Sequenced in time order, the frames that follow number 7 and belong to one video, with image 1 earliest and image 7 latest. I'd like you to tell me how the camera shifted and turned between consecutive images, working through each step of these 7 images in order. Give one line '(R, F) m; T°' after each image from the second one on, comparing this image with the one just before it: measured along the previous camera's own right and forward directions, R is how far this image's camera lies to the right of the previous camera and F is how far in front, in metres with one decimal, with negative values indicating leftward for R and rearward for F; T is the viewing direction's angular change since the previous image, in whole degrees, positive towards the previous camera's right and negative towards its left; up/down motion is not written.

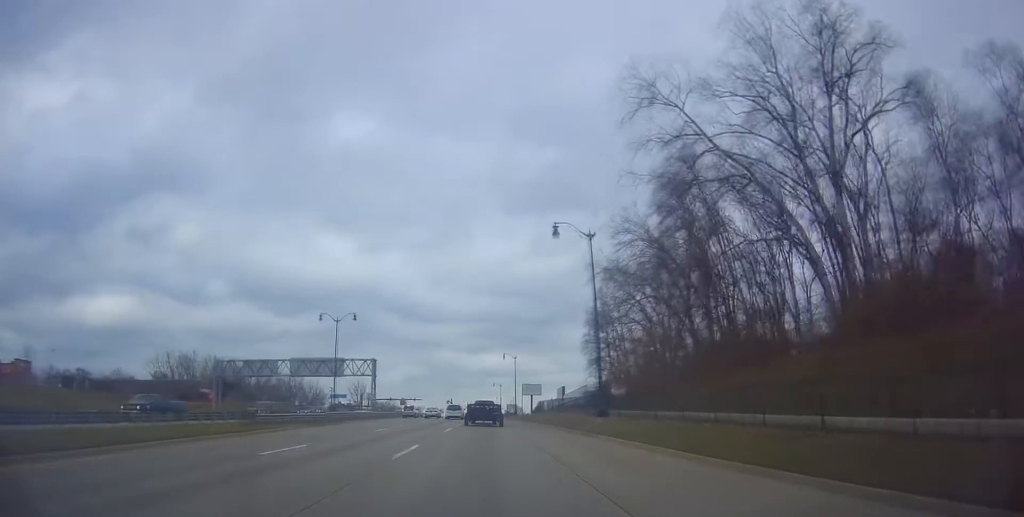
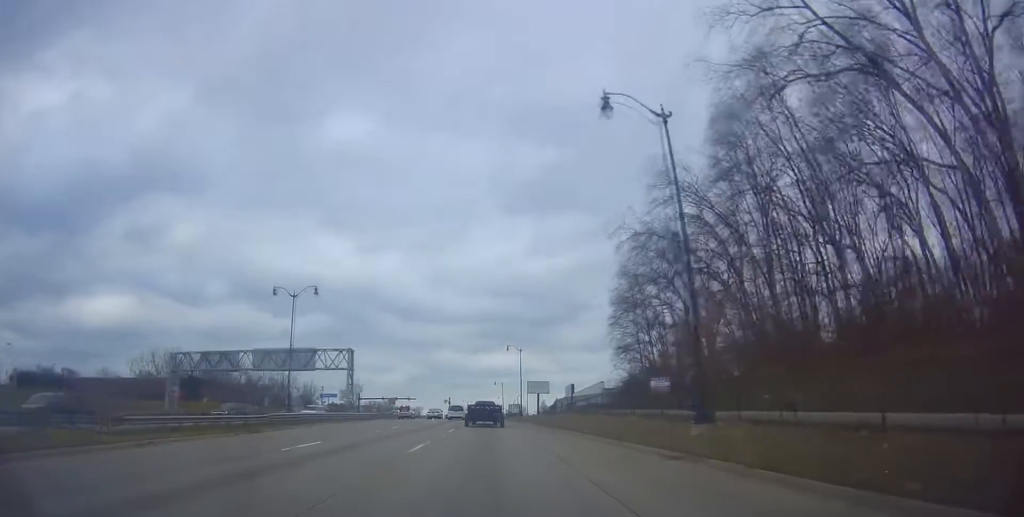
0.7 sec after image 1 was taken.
(0.0, +14.5) m; 0°
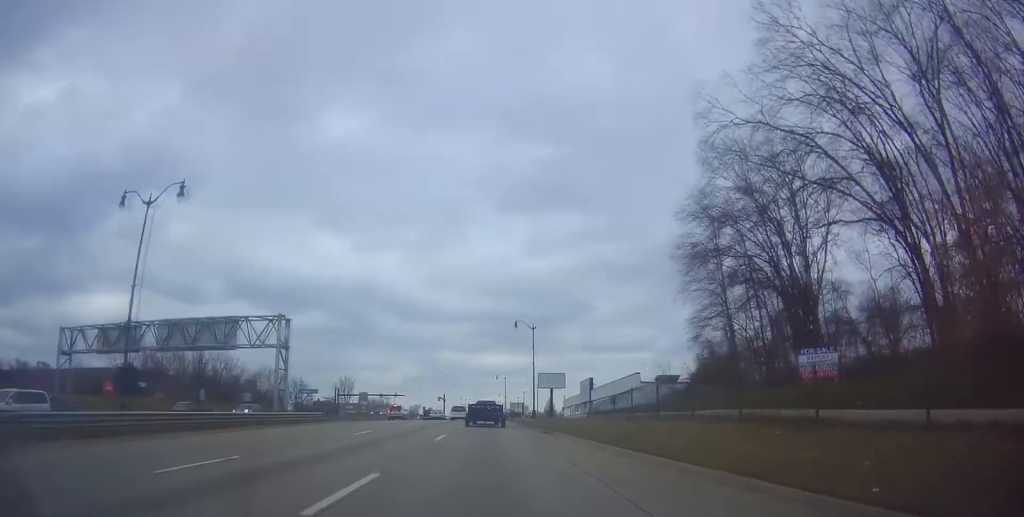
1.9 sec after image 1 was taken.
(-0.4, +23.1) m; 0°
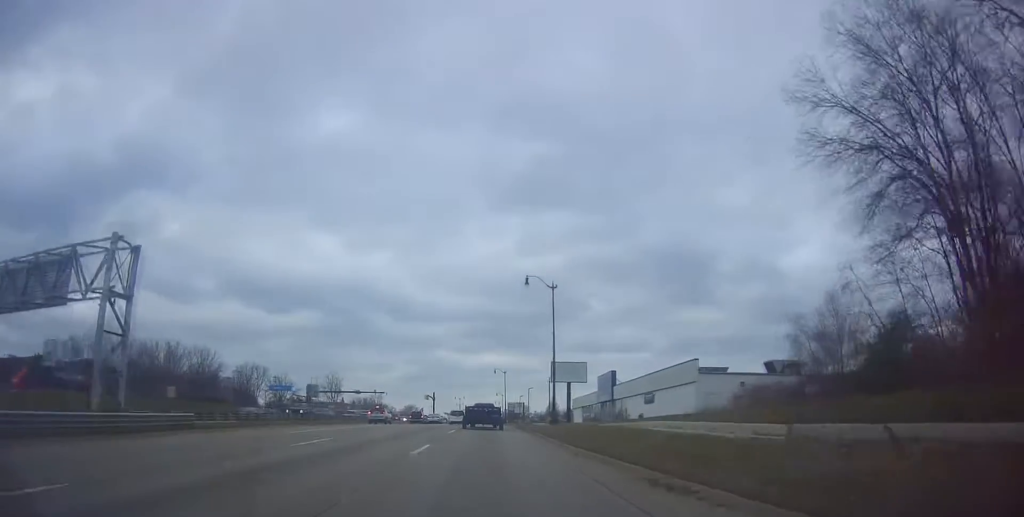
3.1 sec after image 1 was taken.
(+0.5, +21.8) m; +2°
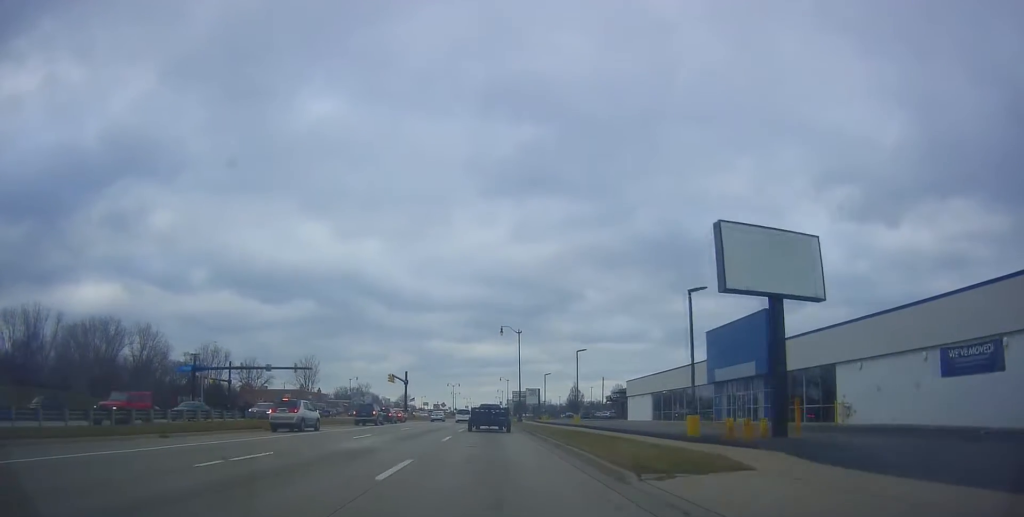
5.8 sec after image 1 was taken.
(-1.3, +48.9) m; -1°
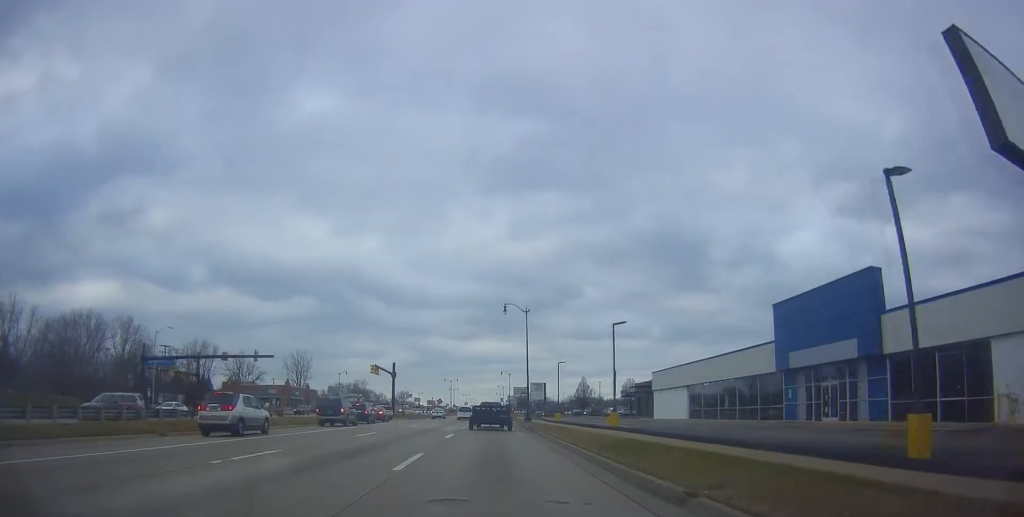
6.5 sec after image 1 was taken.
(+0.3, +12.5) m; +1°
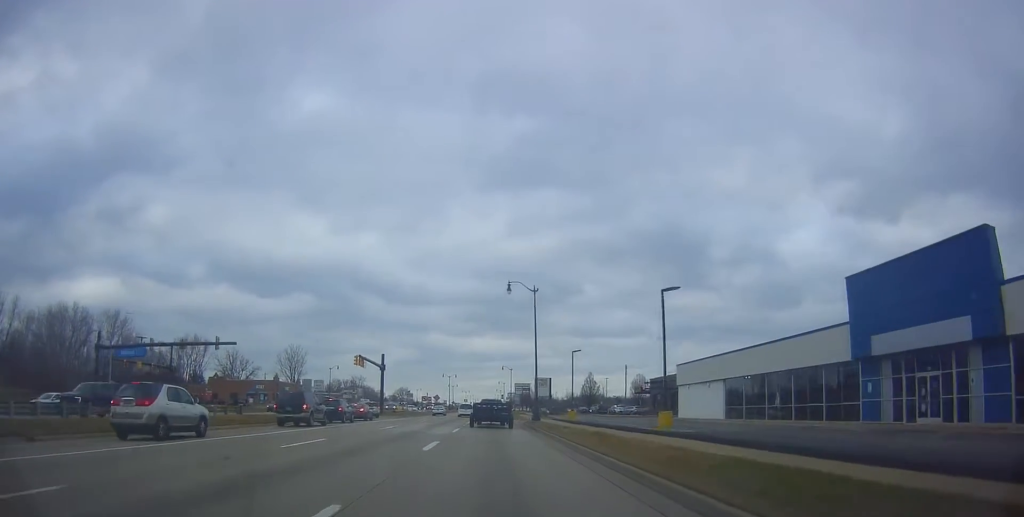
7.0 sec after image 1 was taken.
(0.0, +8.8) m; -1°
